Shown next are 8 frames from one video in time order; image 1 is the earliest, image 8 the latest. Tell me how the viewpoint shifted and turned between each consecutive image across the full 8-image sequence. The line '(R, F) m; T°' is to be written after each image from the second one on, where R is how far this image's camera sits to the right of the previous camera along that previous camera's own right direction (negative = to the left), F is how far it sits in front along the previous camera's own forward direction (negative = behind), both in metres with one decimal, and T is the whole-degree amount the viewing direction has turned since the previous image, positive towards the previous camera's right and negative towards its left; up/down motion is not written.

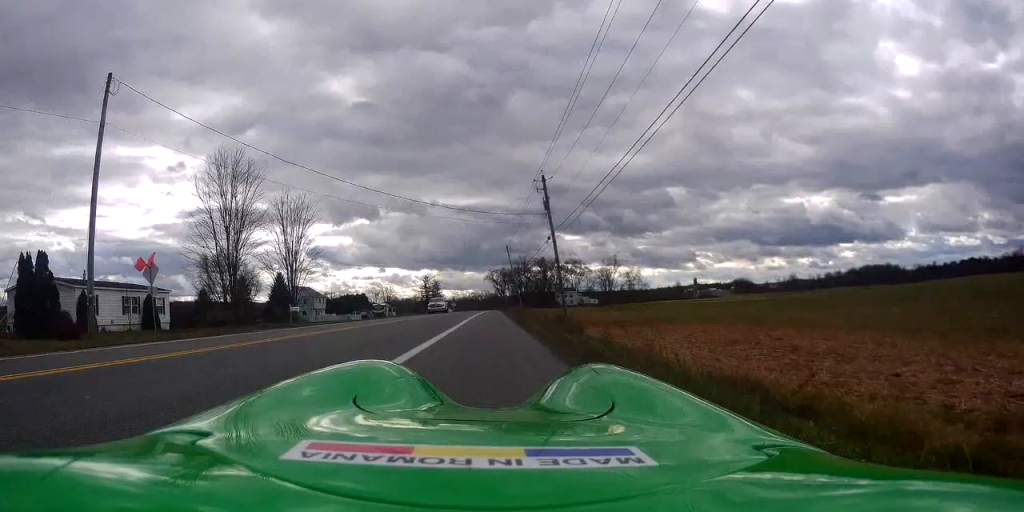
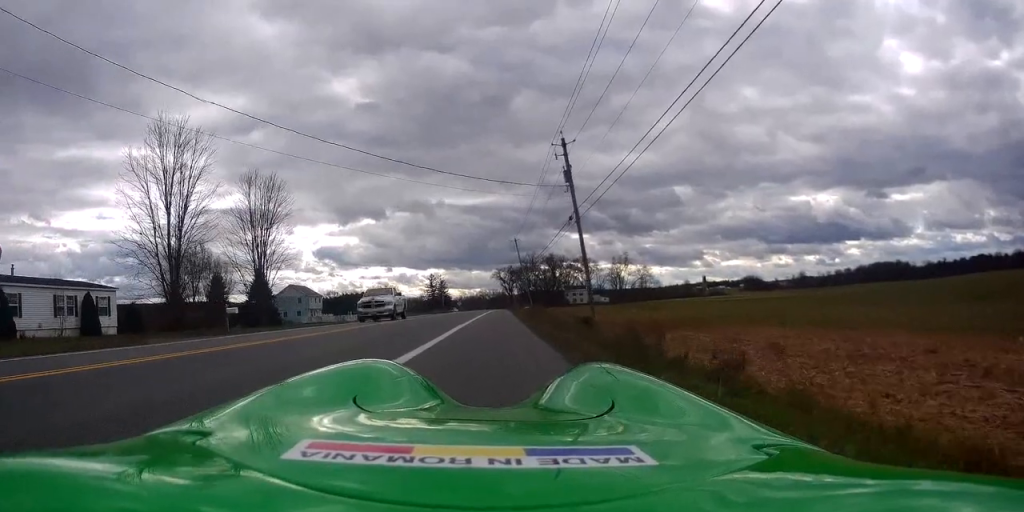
(-0.4, +9.1) m; -3°
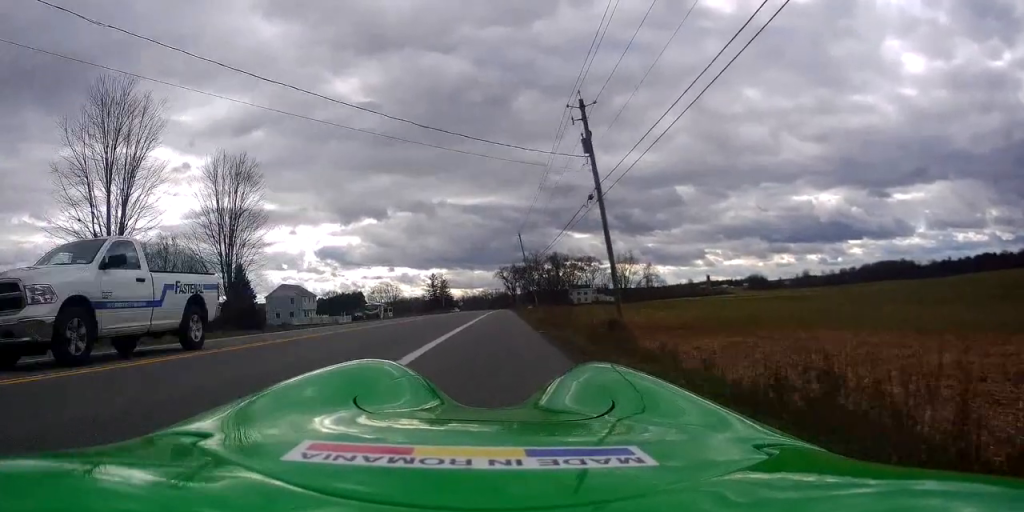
(+0.1, +6.0) m; +3°
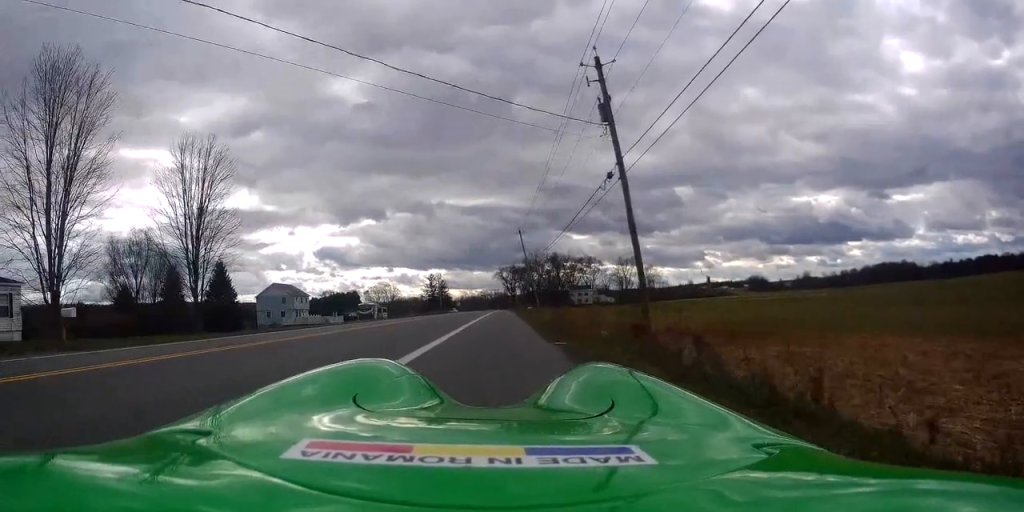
(+0.1, +4.5) m; +1°
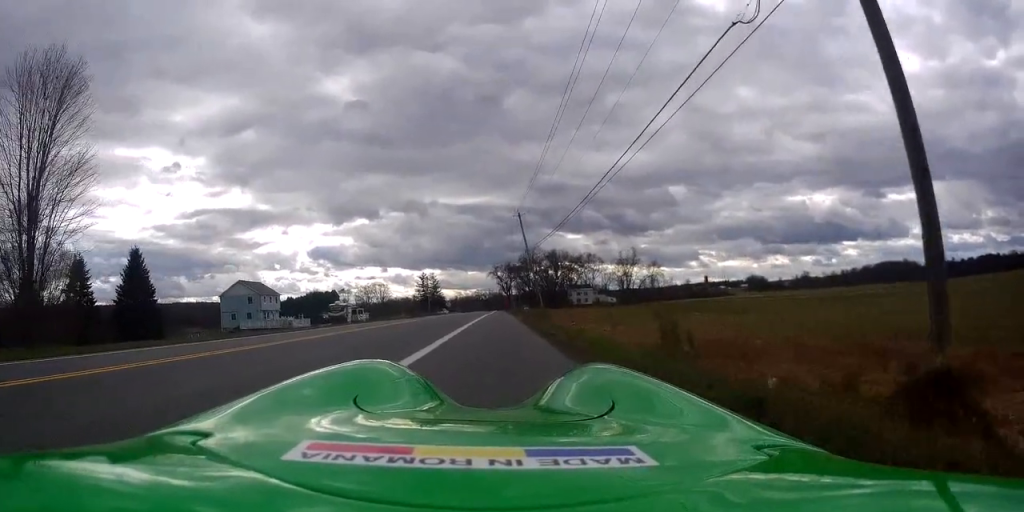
(-0.3, +14.4) m; -2°
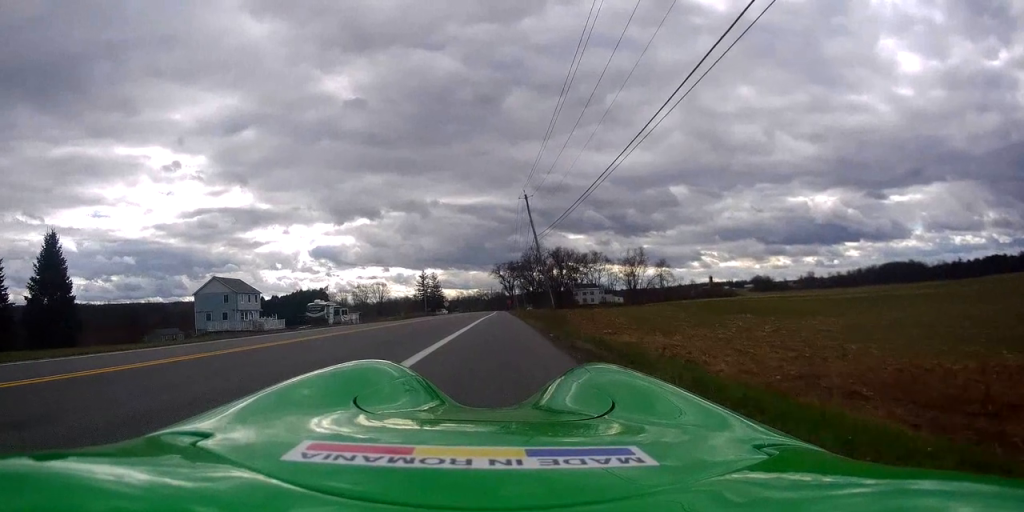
(+0.3, +10.6) m; +2°
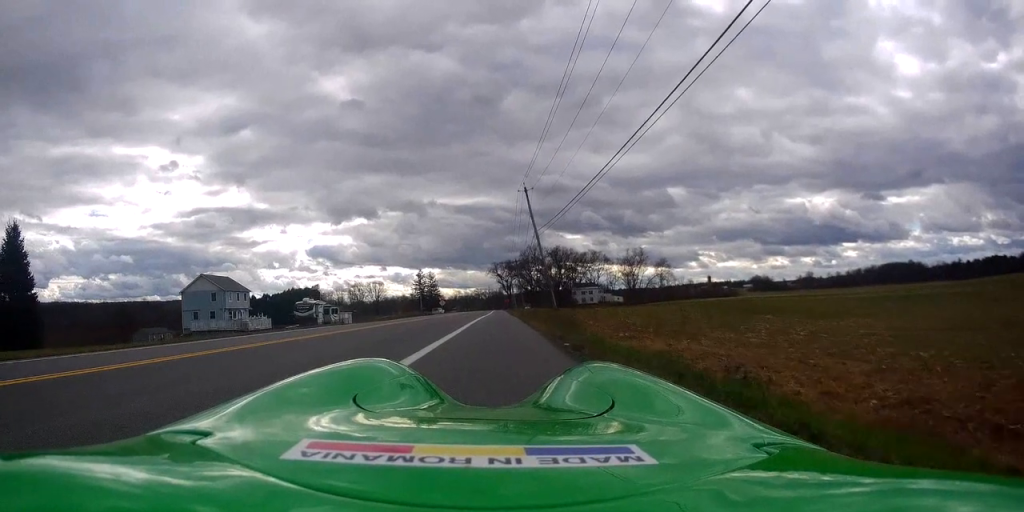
(+0.1, +3.6) m; 0°
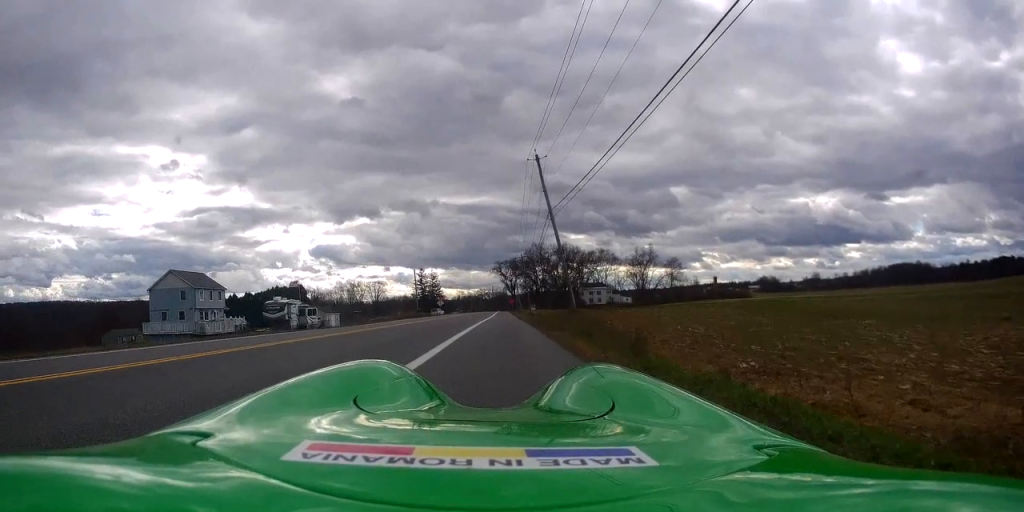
(-0.4, +10.6) m; -1°
